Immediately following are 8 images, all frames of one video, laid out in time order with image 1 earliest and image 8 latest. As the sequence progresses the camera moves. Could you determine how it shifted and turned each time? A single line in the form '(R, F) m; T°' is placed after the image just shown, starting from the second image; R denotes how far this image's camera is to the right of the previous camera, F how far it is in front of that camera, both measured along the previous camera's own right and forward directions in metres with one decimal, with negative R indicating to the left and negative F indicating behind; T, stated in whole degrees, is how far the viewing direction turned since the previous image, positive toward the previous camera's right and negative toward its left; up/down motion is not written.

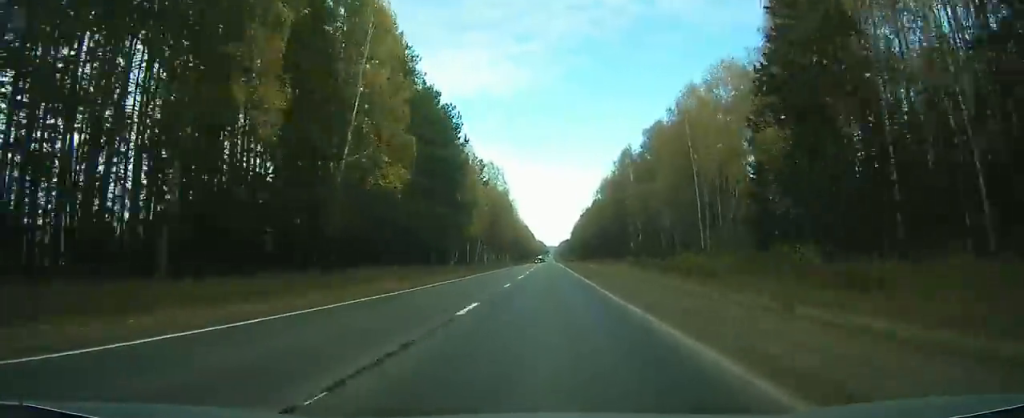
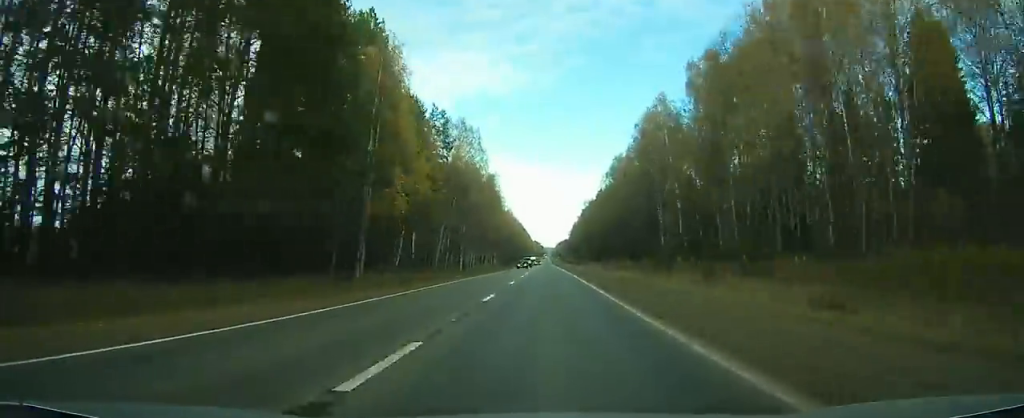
(0.0, +43.5) m; 0°
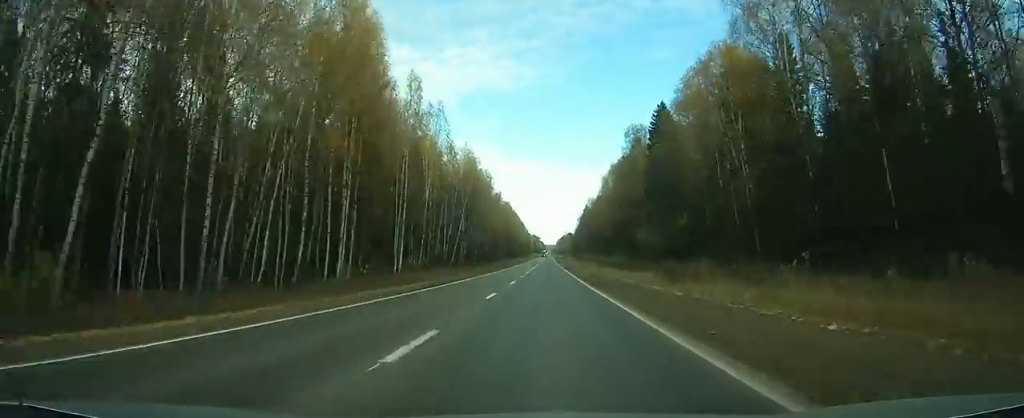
(+0.4, +130.9) m; 0°
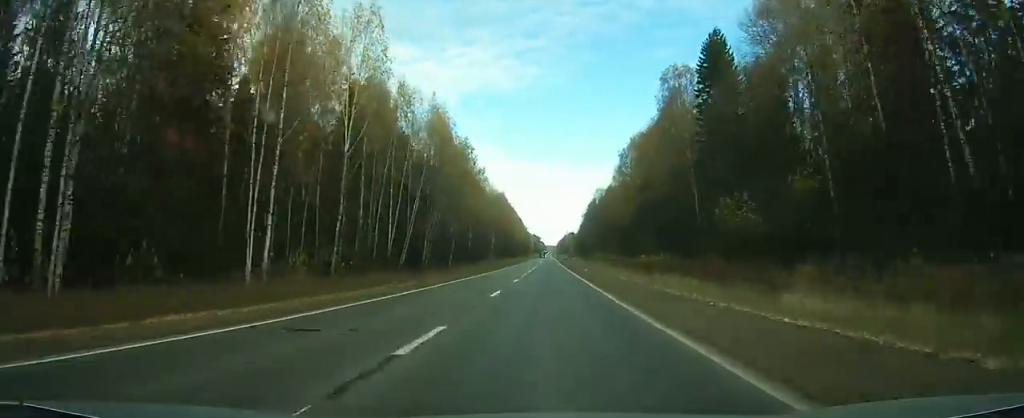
(+0.1, +35.4) m; 0°
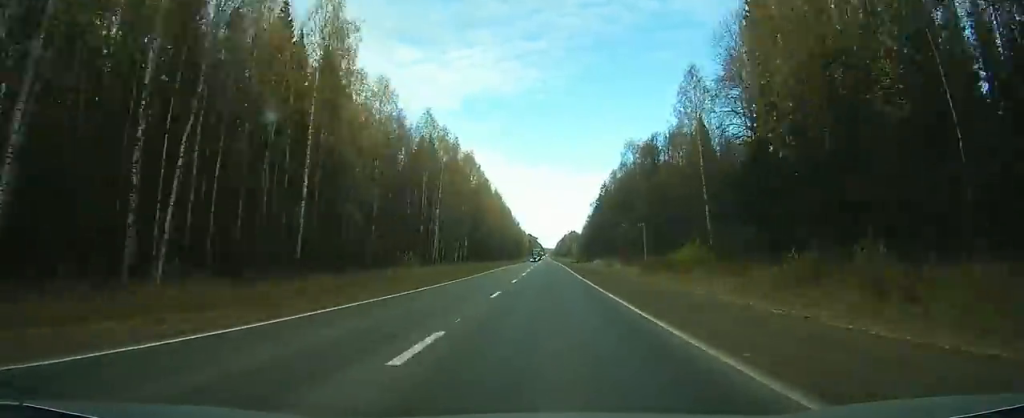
(+0.1, +83.9) m; 0°
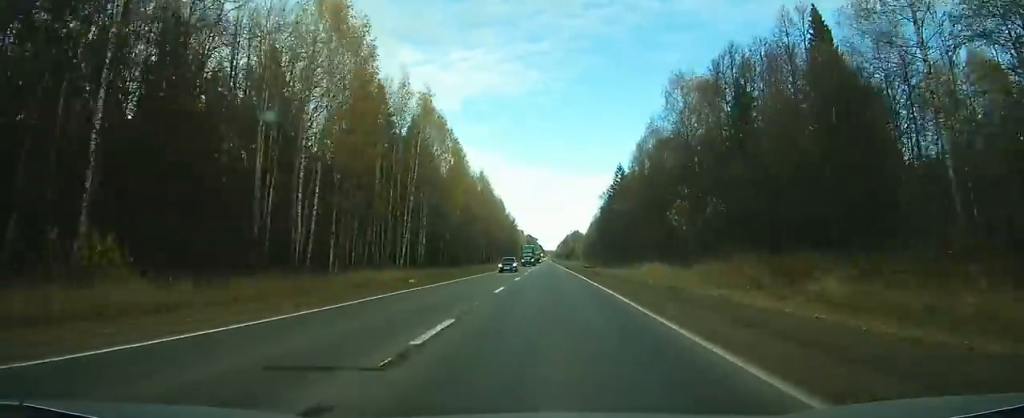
(-0.1, +46.7) m; 0°
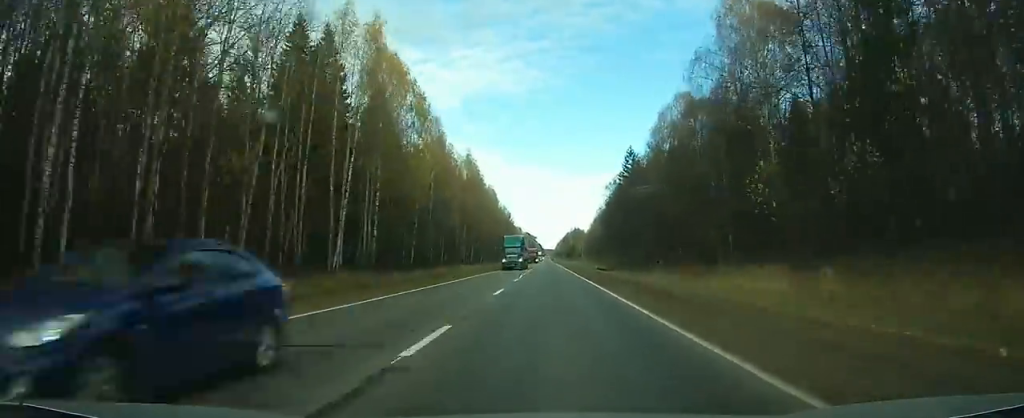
(0.0, +25.1) m; 0°
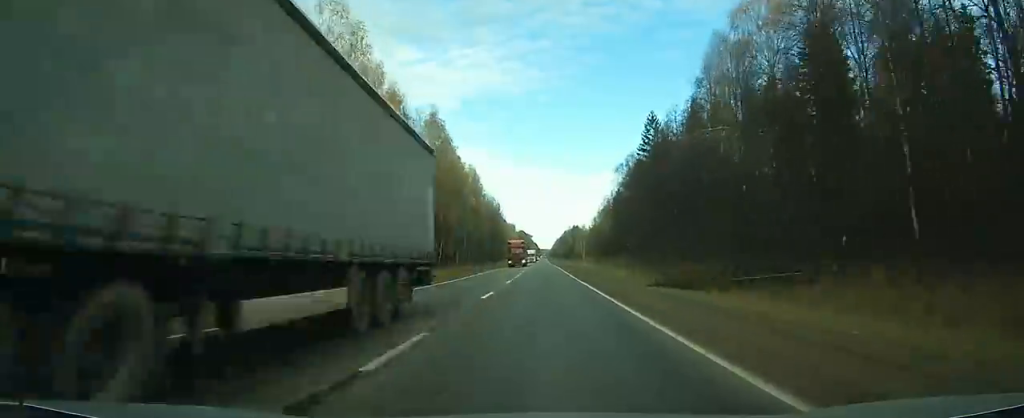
(+0.1, +37.5) m; +1°
